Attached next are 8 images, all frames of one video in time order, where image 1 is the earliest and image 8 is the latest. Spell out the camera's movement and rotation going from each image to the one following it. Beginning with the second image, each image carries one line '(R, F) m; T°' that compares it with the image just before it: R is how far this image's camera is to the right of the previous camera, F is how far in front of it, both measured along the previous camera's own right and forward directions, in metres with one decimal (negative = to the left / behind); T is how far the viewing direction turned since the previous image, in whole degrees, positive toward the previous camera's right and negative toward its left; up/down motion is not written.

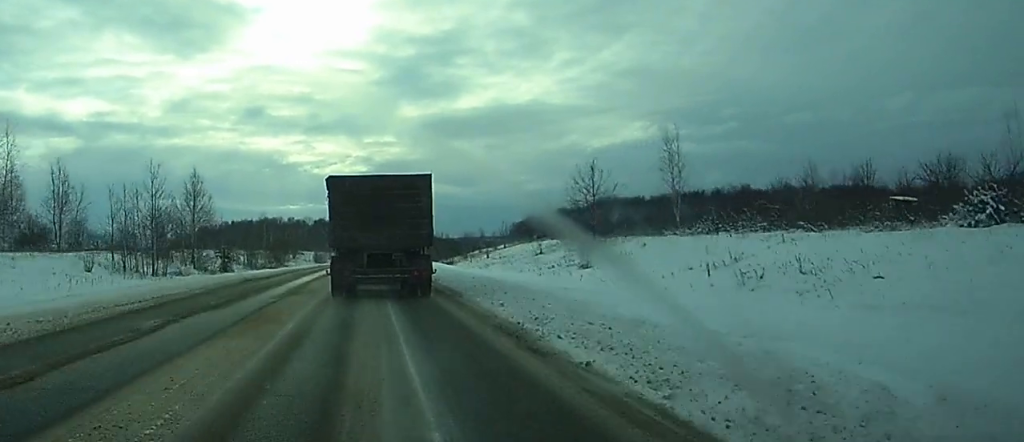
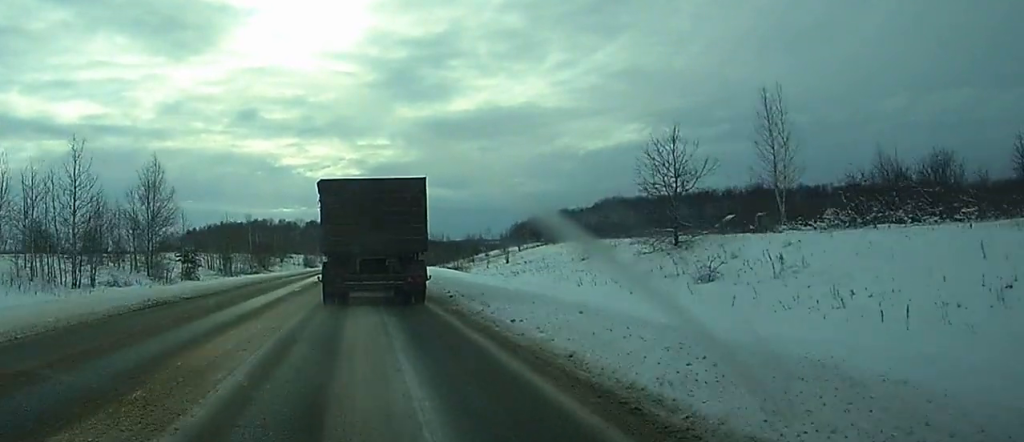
(-0.1, +18.6) m; 0°
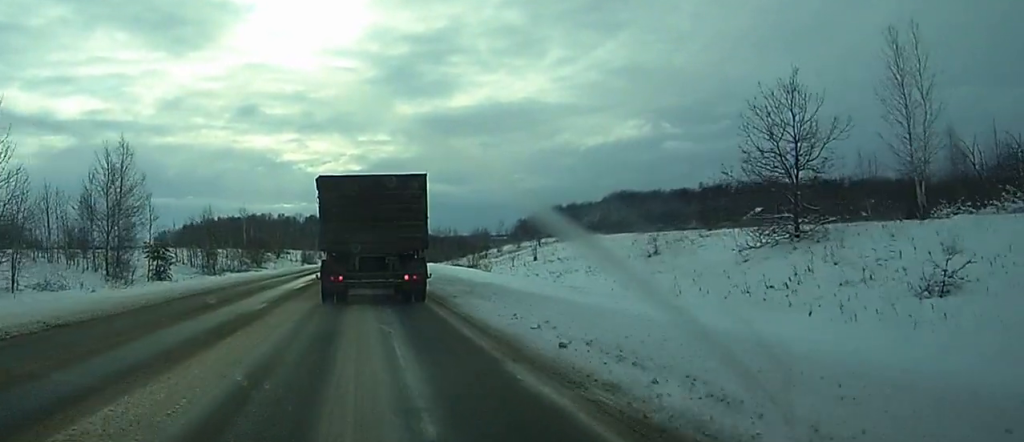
(0.0, +13.5) m; 0°
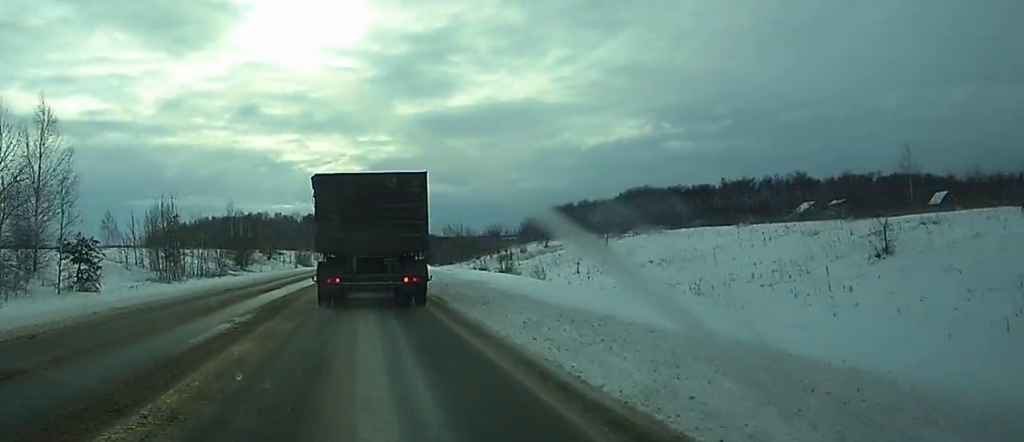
(+0.1, +21.0) m; 0°
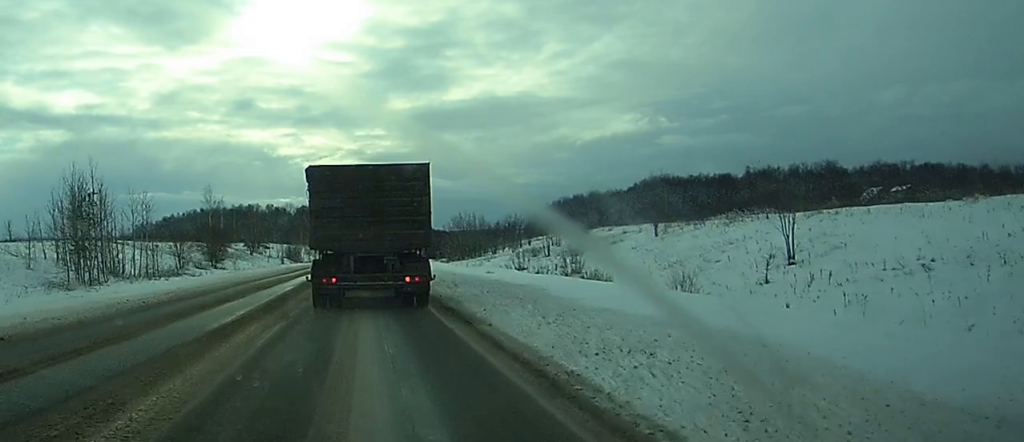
(-0.1, +23.8) m; 0°
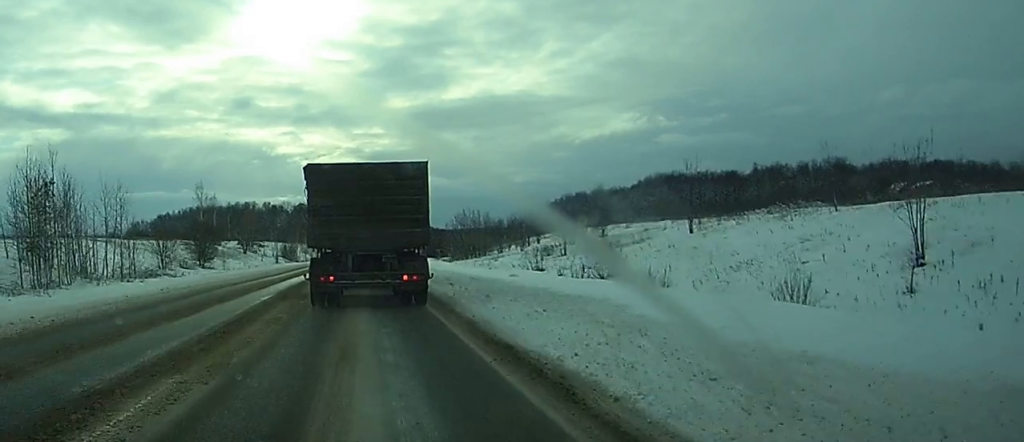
(0.0, +7.9) m; 0°
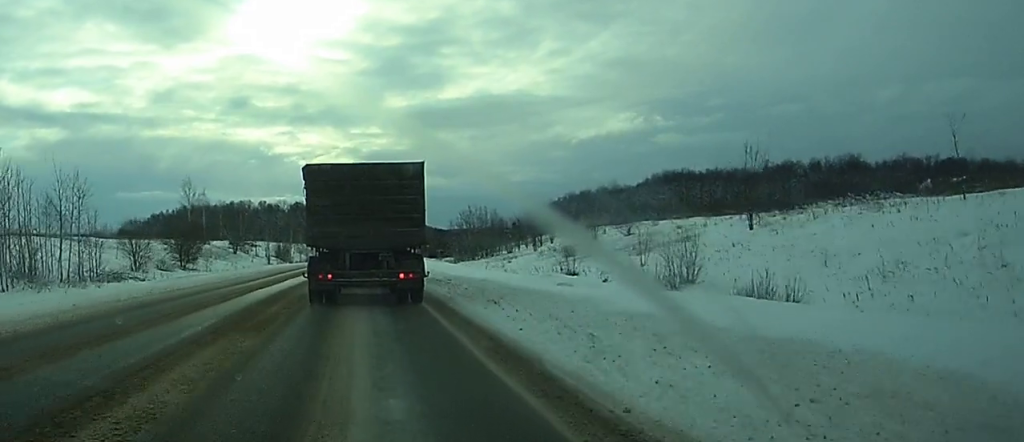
(0.0, +10.3) m; 0°
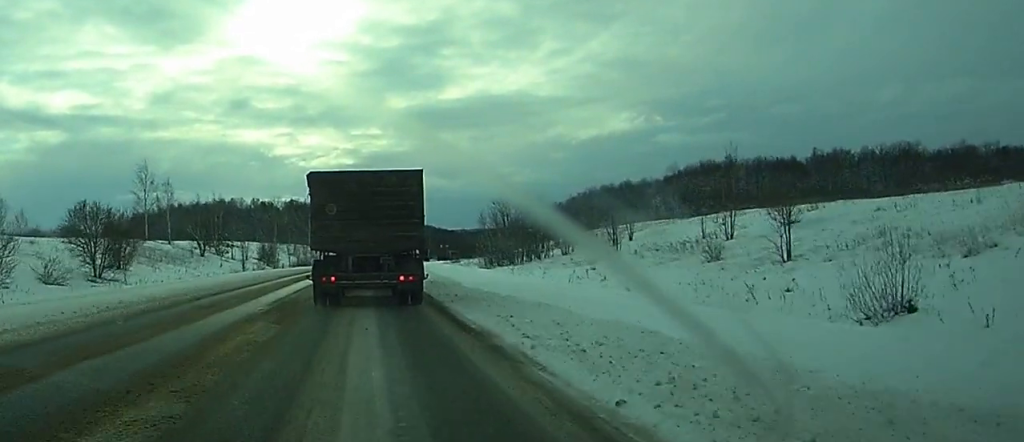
(+0.2, +32.3) m; 0°
